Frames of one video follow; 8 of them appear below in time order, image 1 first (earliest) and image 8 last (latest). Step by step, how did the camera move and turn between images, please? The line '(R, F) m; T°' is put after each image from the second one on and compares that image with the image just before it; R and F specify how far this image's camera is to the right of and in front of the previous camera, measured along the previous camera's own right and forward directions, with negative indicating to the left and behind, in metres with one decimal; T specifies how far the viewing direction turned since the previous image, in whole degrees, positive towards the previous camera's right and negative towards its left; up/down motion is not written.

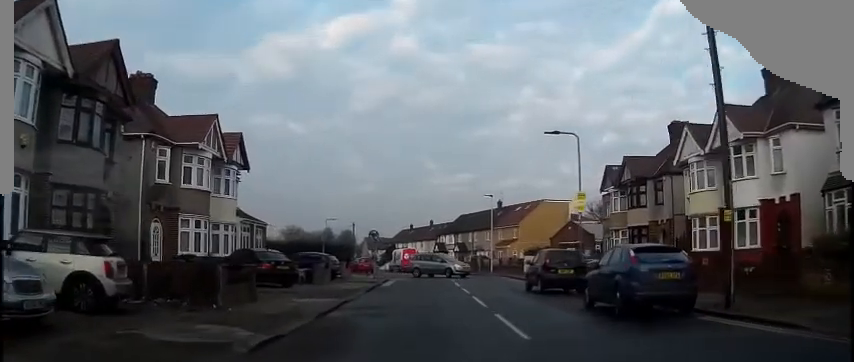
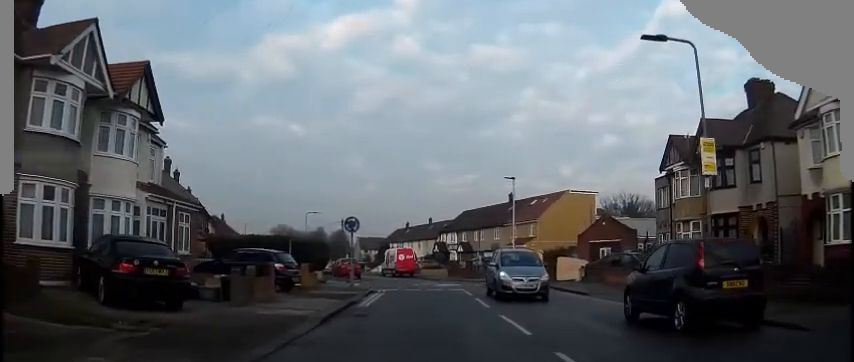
(+0.2, +11.2) m; 0°
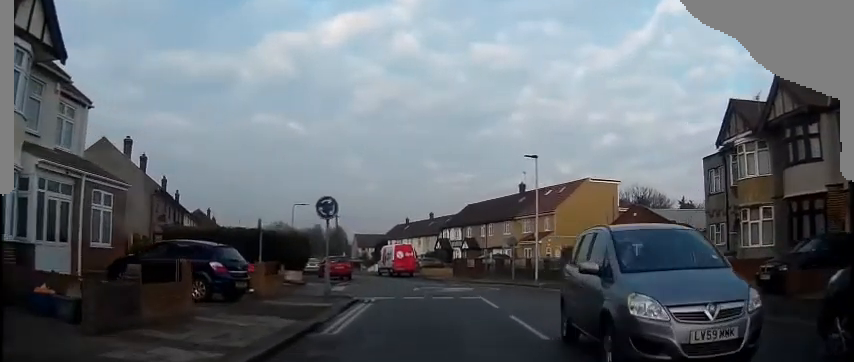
(-0.1, +6.5) m; -2°
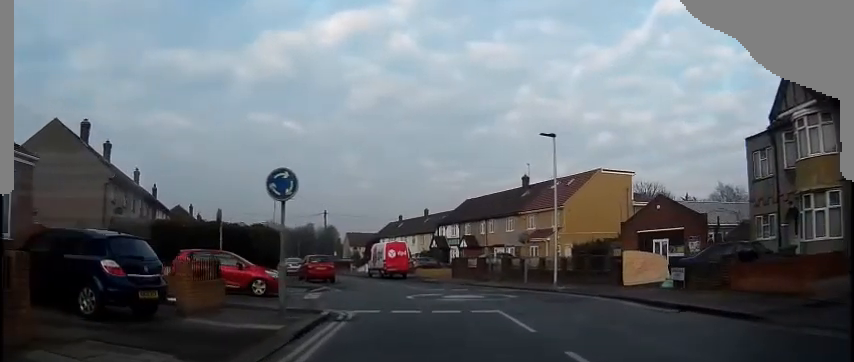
(-0.2, +5.0) m; 0°
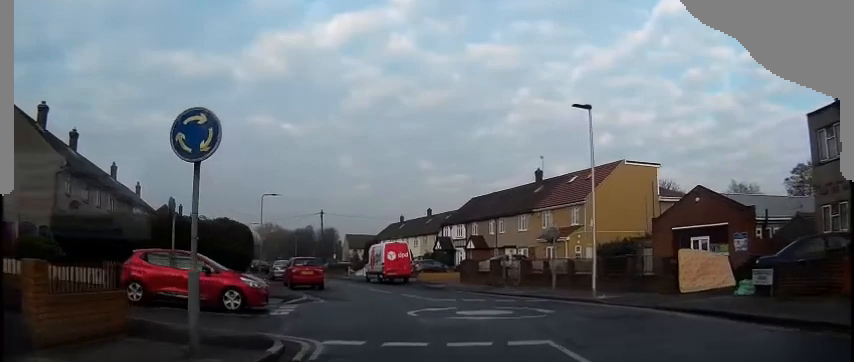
(+0.2, +5.1) m; +1°
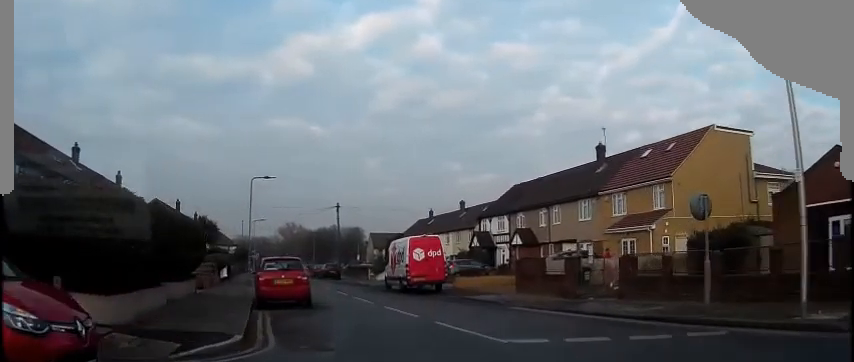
(-0.4, +10.1) m; -7°
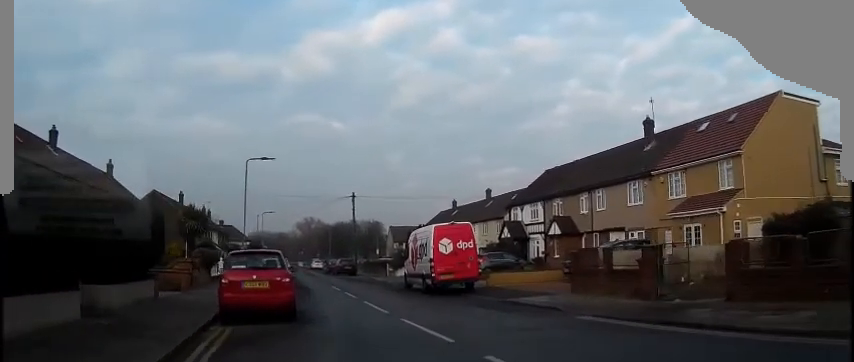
(-0.3, +5.5) m; -3°
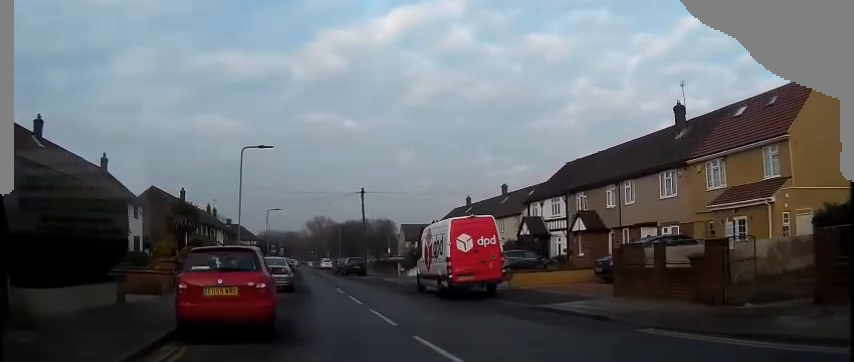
(0.0, +3.2) m; 0°
